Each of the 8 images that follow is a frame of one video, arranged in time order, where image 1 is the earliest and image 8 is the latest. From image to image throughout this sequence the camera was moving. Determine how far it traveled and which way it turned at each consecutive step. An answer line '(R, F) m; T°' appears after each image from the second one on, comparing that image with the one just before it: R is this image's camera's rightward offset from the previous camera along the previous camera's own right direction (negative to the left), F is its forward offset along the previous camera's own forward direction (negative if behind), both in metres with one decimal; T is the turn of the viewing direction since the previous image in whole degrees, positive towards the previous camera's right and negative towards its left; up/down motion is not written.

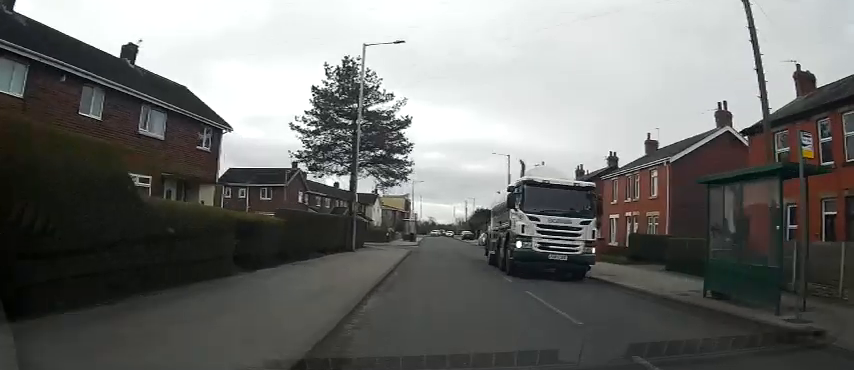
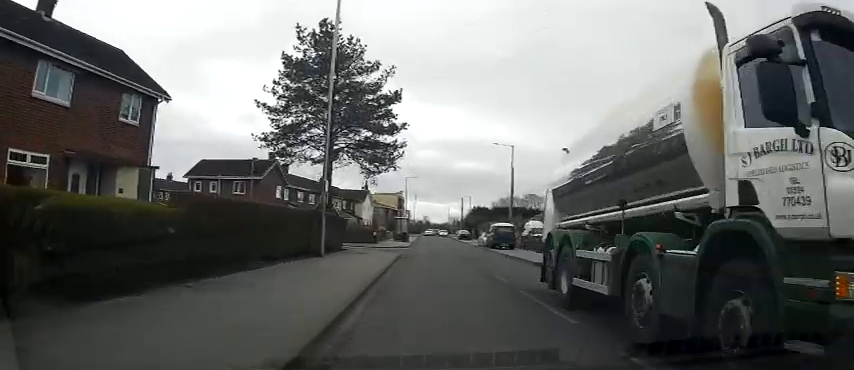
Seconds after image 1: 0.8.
(+0.1, +6.3) m; 0°
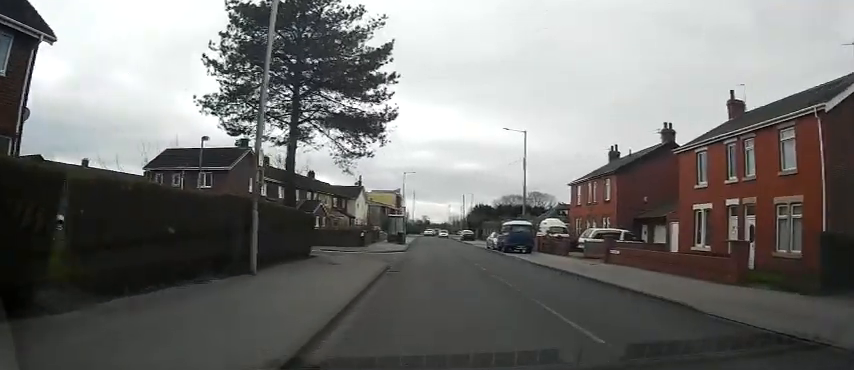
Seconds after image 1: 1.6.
(0.0, +7.3) m; 0°
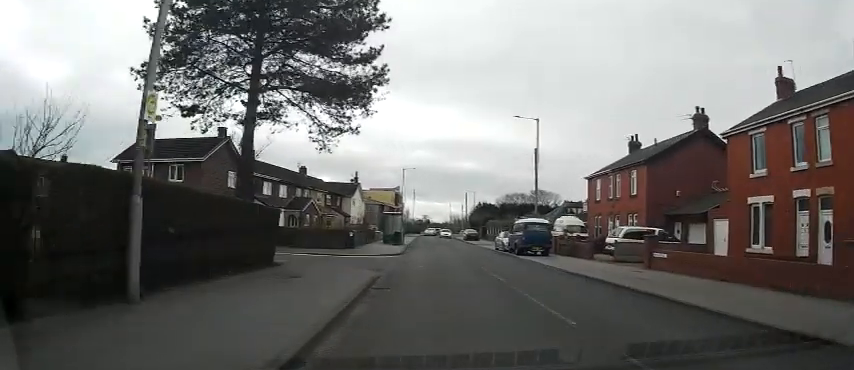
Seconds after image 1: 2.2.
(0.0, +4.6) m; 0°
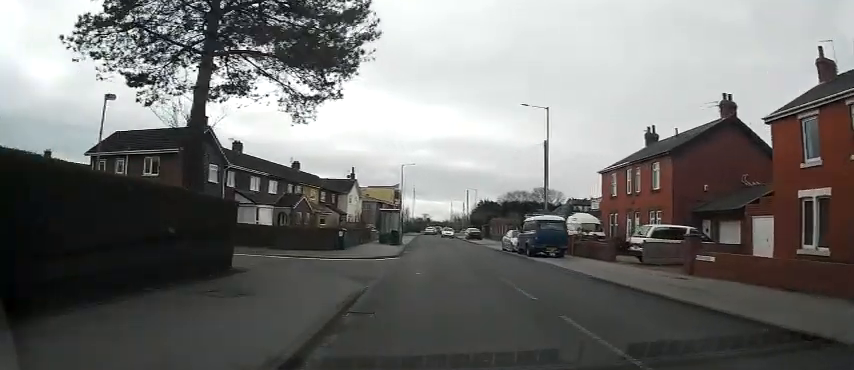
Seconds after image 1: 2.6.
(0.0, +3.5) m; 0°
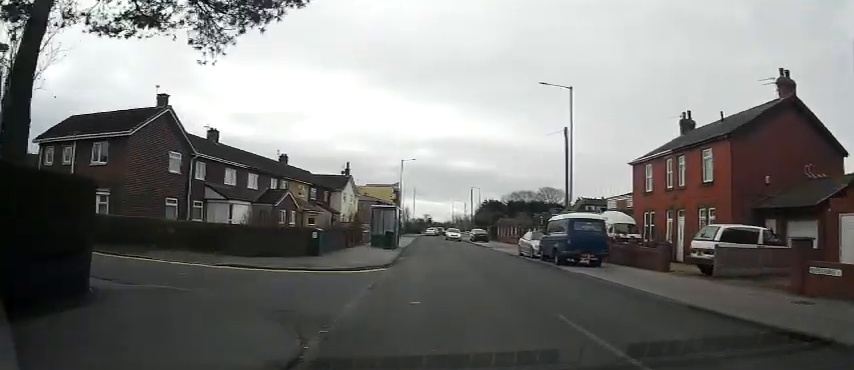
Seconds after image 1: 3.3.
(0.0, +5.8) m; 0°
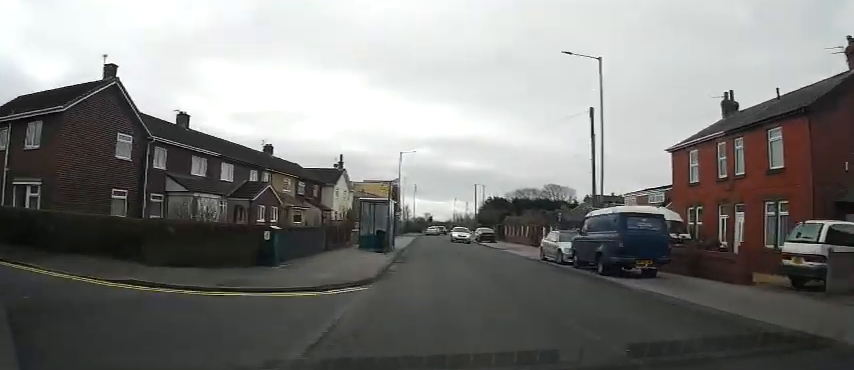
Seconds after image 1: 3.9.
(0.0, +5.5) m; -1°
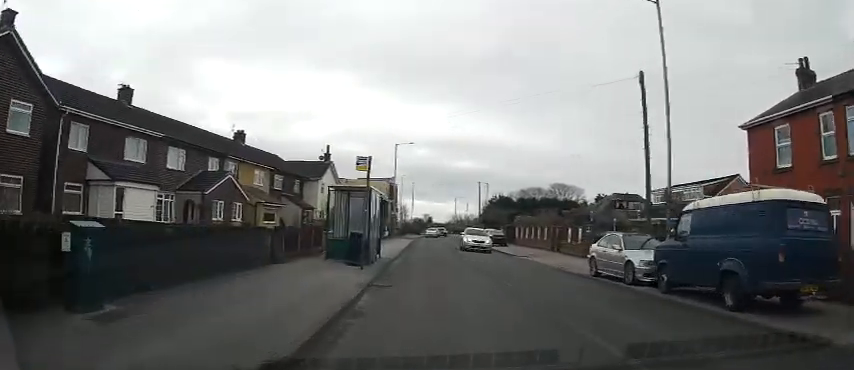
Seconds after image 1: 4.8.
(-0.1, +7.6) m; -1°
